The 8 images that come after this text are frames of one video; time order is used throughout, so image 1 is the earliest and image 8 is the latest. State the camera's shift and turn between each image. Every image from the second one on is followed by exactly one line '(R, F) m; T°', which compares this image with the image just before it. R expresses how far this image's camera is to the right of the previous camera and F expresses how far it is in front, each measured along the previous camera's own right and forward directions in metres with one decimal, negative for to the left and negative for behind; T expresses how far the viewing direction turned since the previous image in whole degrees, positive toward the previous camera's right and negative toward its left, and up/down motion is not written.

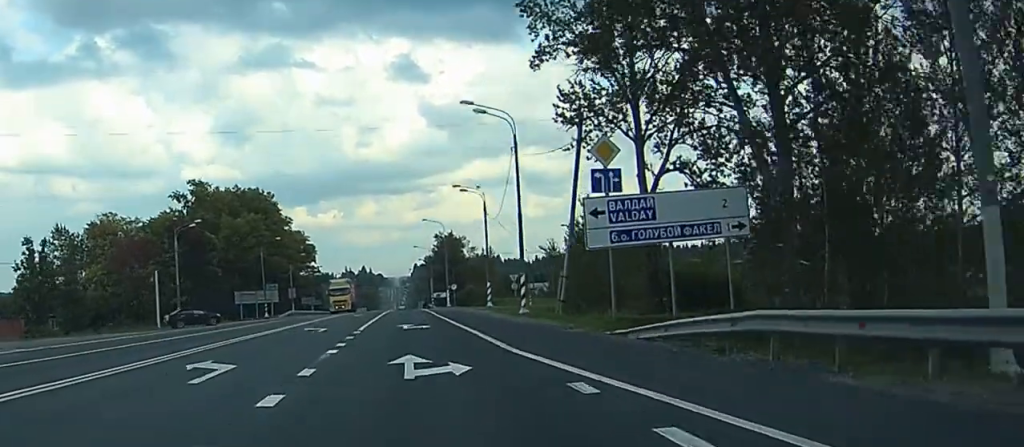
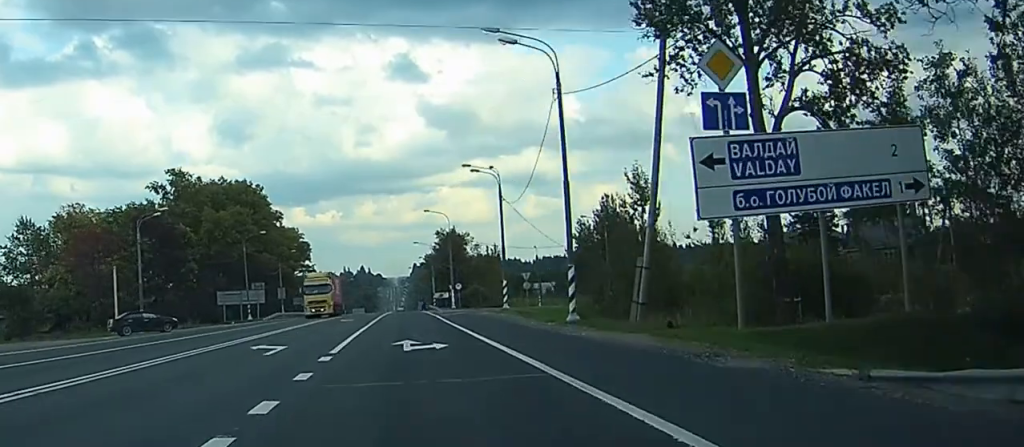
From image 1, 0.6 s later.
(0.0, +12.5) m; 0°
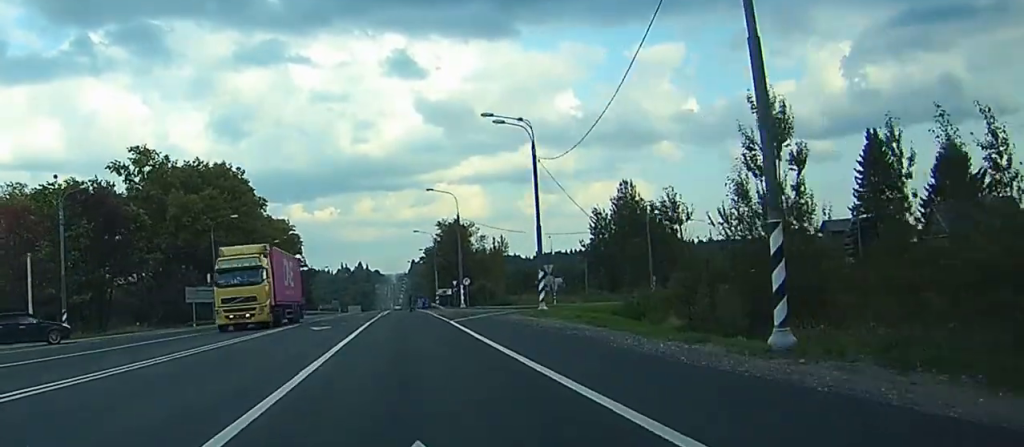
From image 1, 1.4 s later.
(0.0, +17.3) m; 0°
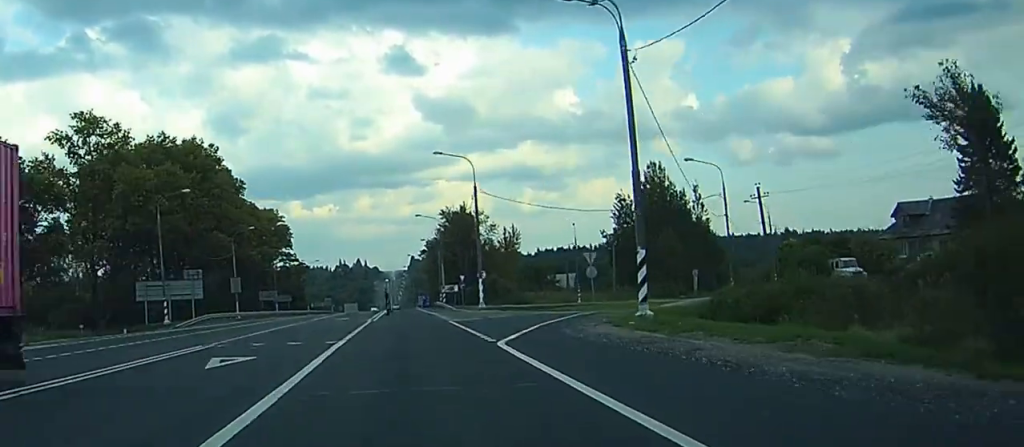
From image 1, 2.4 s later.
(0.0, +19.9) m; 0°
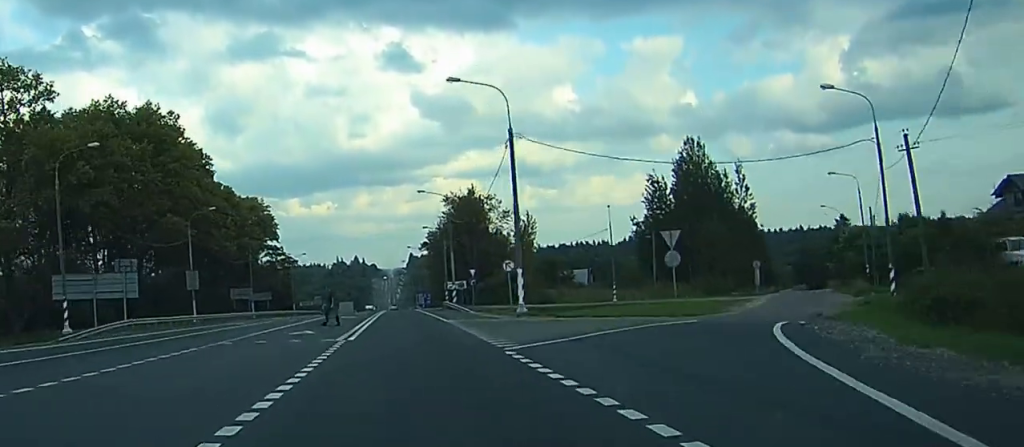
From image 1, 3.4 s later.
(+0.1, +21.2) m; +1°
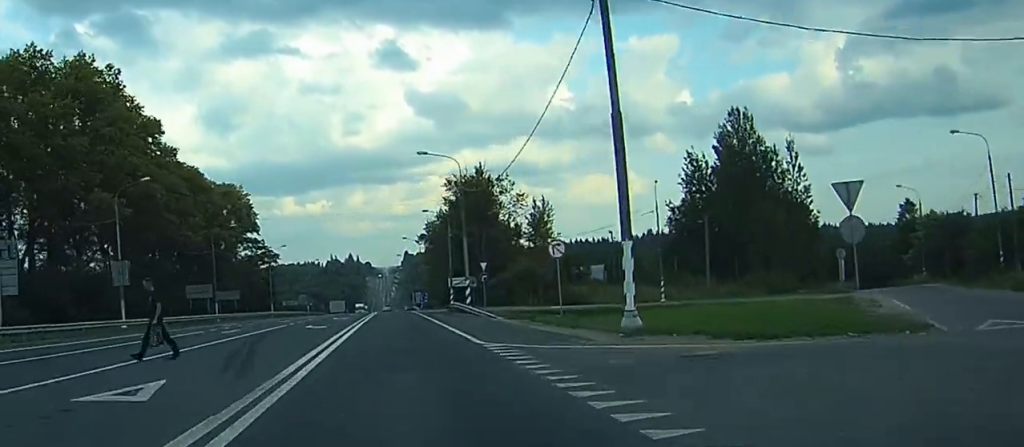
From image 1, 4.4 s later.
(+0.1, +20.4) m; +1°
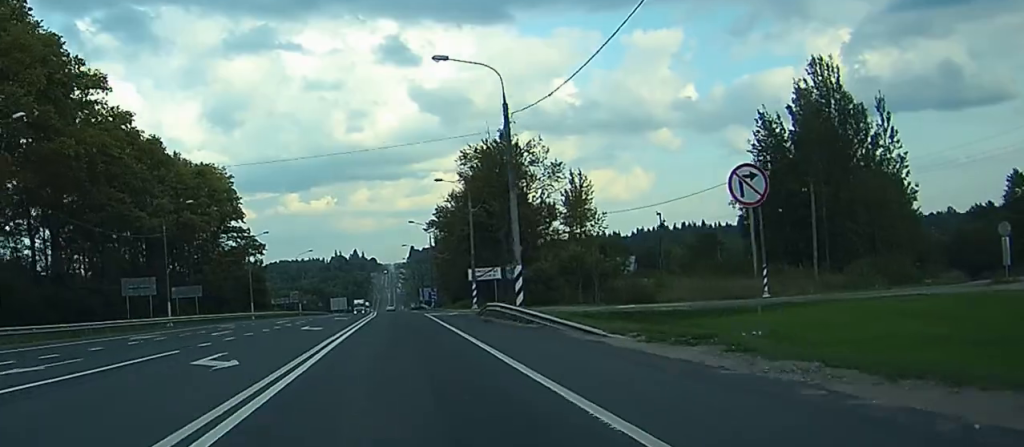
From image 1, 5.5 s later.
(+0.1, +22.4) m; 0°
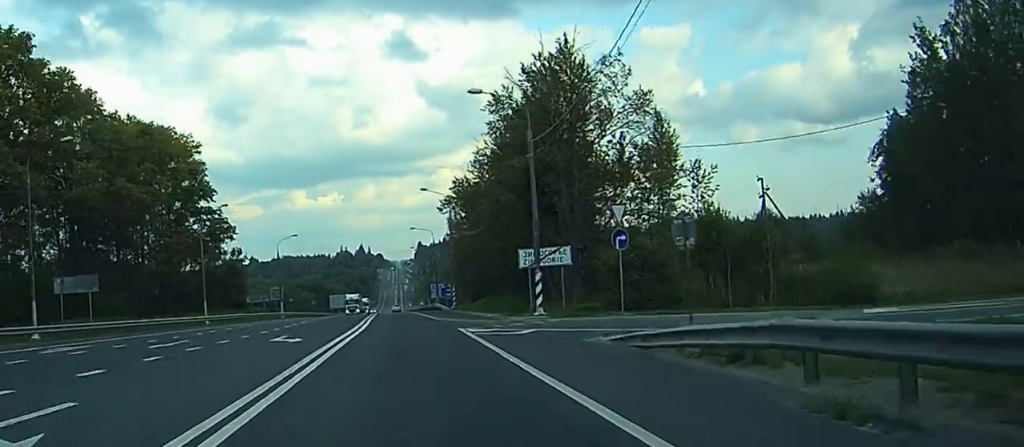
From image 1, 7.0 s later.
(-0.2, +29.8) m; -1°
